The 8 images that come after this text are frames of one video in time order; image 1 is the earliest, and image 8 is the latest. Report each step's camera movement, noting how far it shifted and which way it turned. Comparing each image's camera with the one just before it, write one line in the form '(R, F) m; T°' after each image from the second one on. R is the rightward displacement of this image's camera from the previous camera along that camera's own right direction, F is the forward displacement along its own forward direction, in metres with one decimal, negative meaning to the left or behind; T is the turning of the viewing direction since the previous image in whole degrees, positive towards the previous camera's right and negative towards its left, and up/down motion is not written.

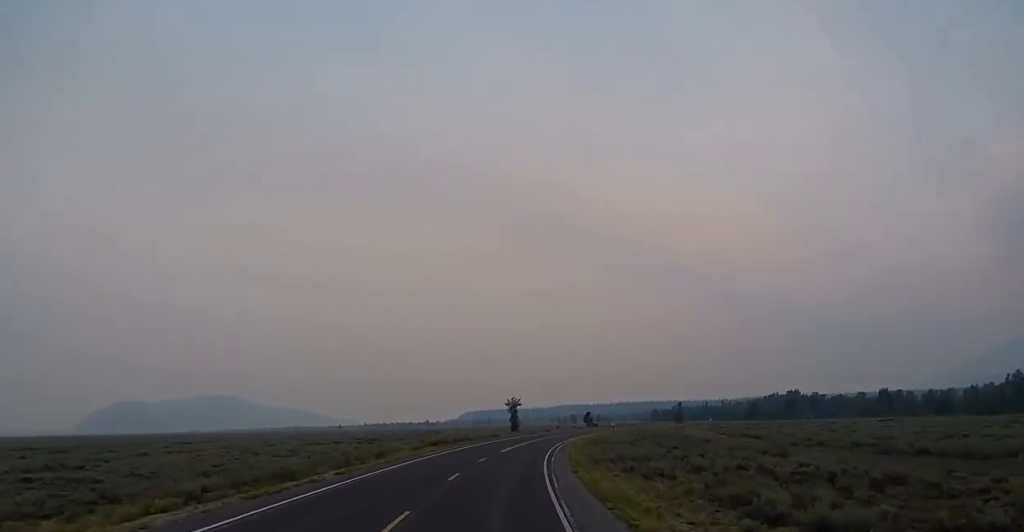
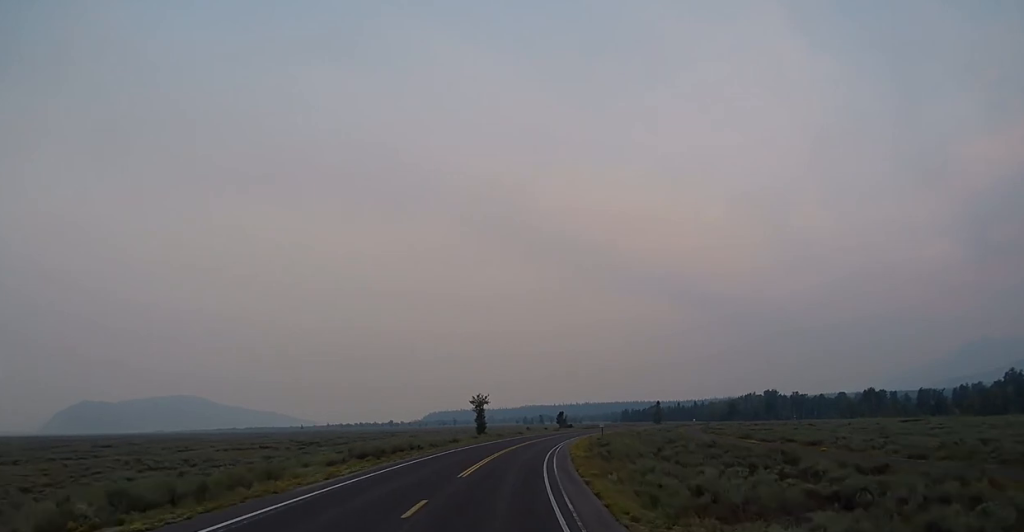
(+0.6, +21.4) m; +3°
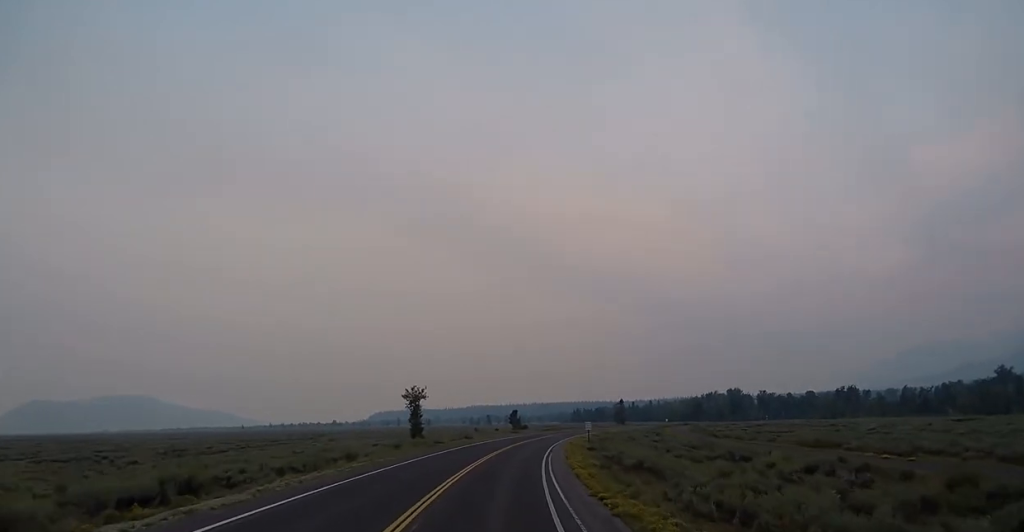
(+1.1, +32.3) m; +4°
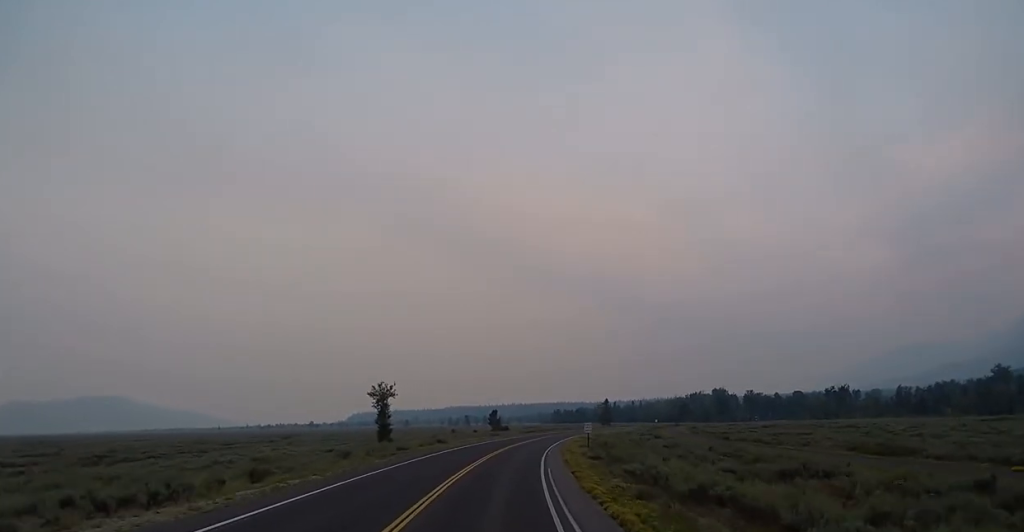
(+0.2, +12.7) m; +2°
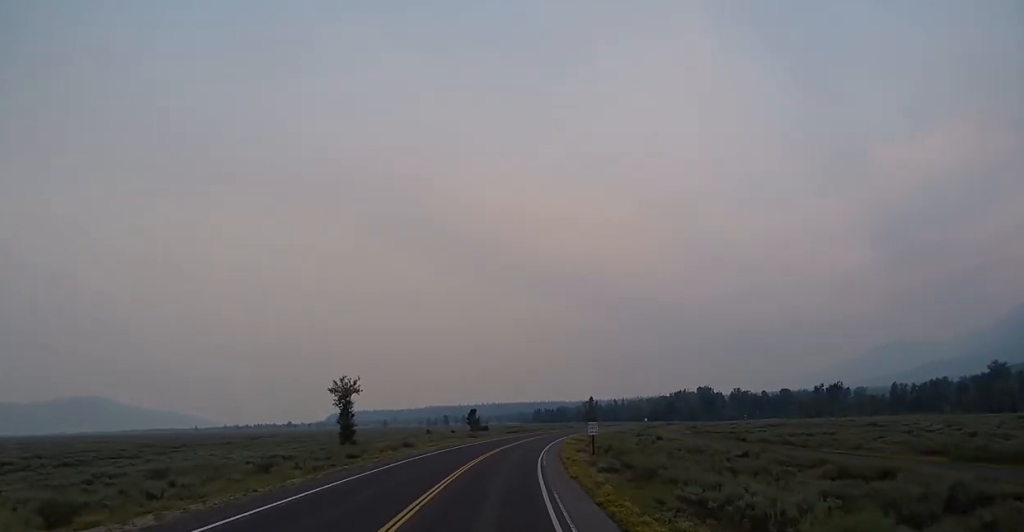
(+0.2, +11.7) m; +1°
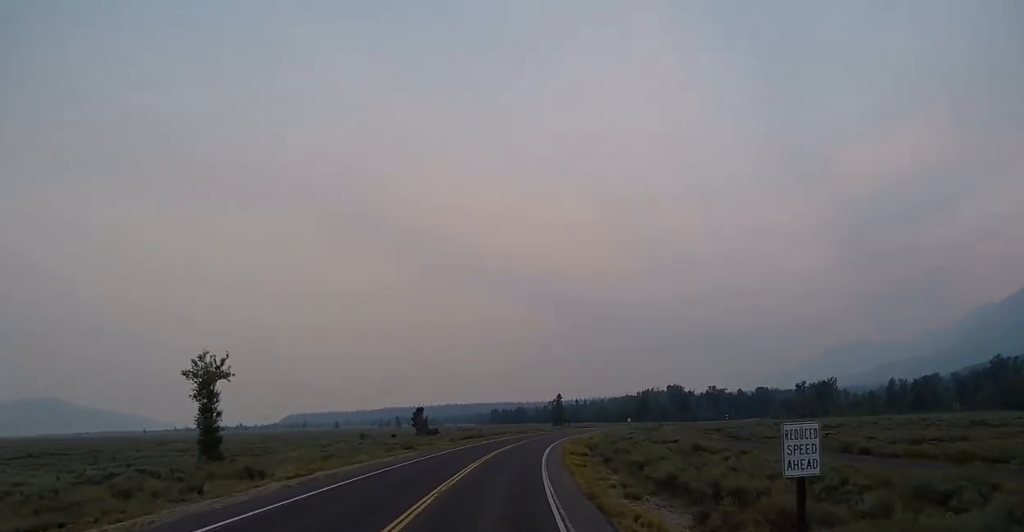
(+0.6, +31.0) m; +4°
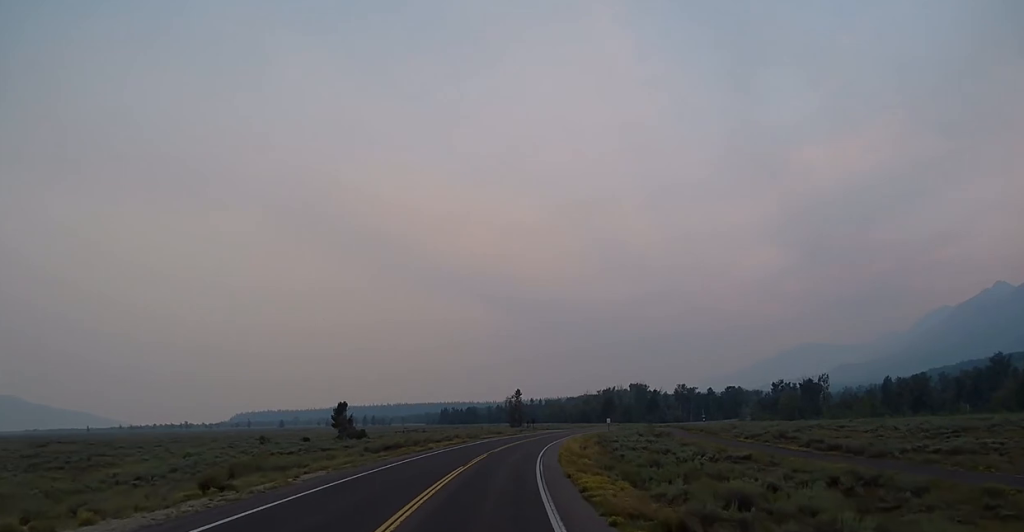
(+1.4, +31.9) m; +4°
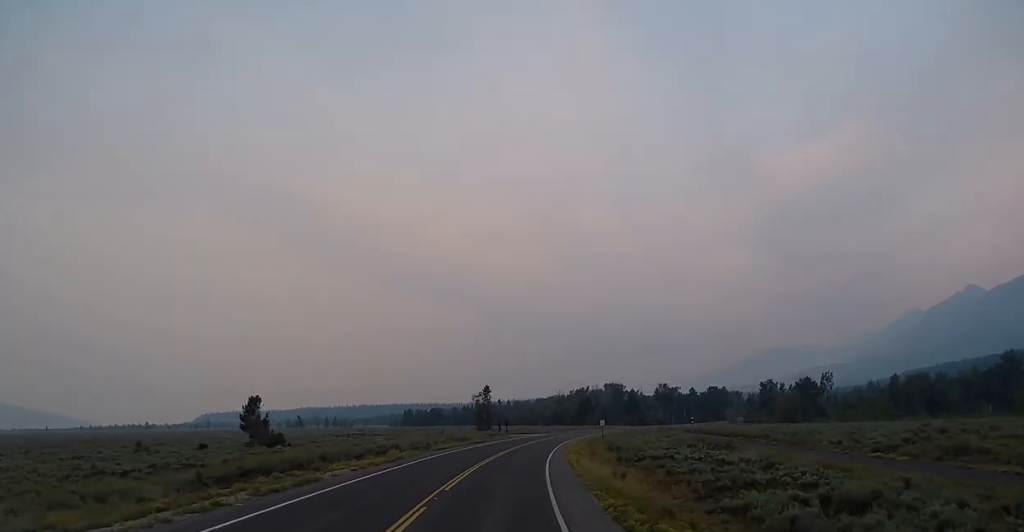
(+0.8, +25.5) m; +4°
